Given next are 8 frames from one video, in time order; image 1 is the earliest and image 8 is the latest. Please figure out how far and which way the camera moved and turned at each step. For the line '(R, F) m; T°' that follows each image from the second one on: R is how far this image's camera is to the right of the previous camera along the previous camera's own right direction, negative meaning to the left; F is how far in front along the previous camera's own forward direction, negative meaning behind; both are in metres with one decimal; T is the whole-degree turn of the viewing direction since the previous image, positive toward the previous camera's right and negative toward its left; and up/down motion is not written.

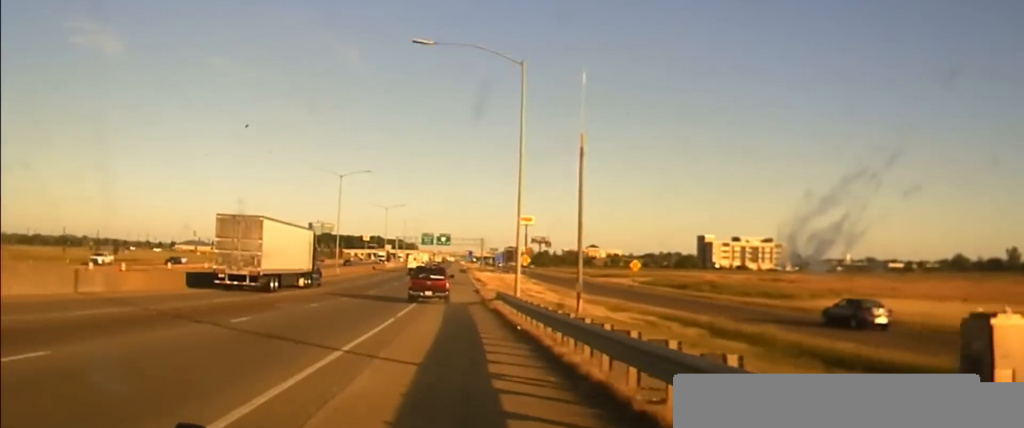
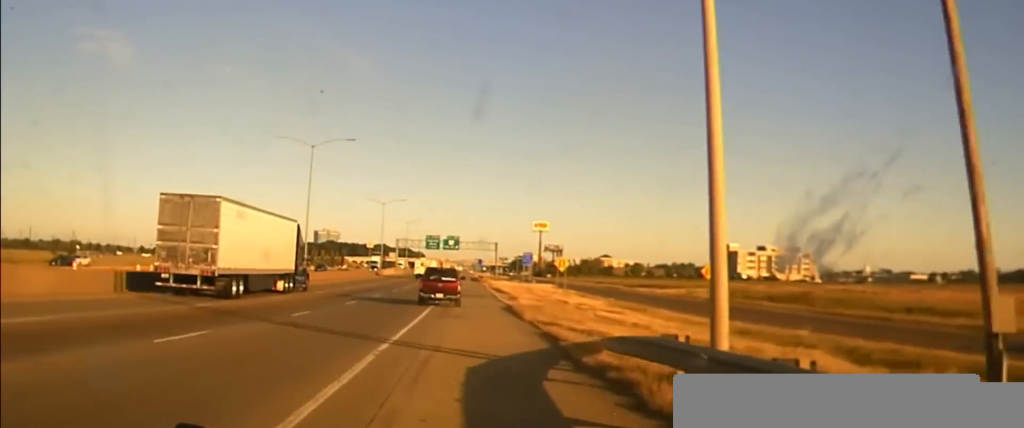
(-0.1, +29.2) m; 0°
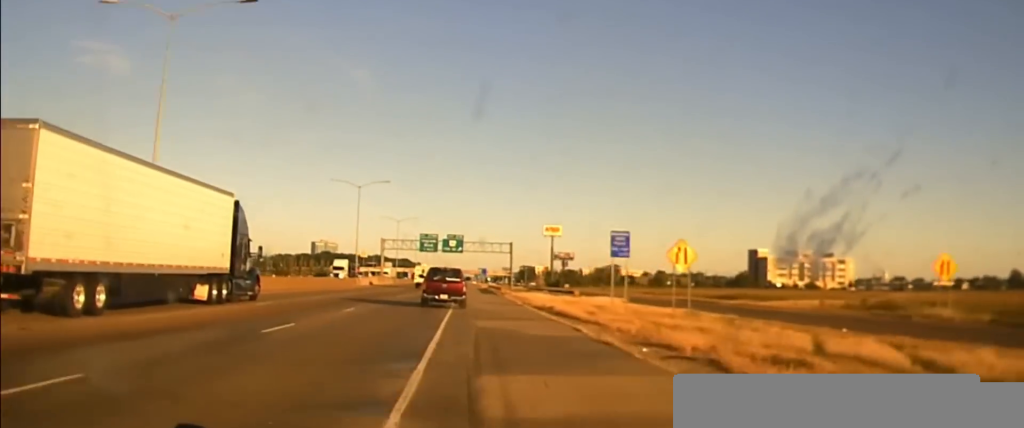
(-0.2, +39.7) m; 0°
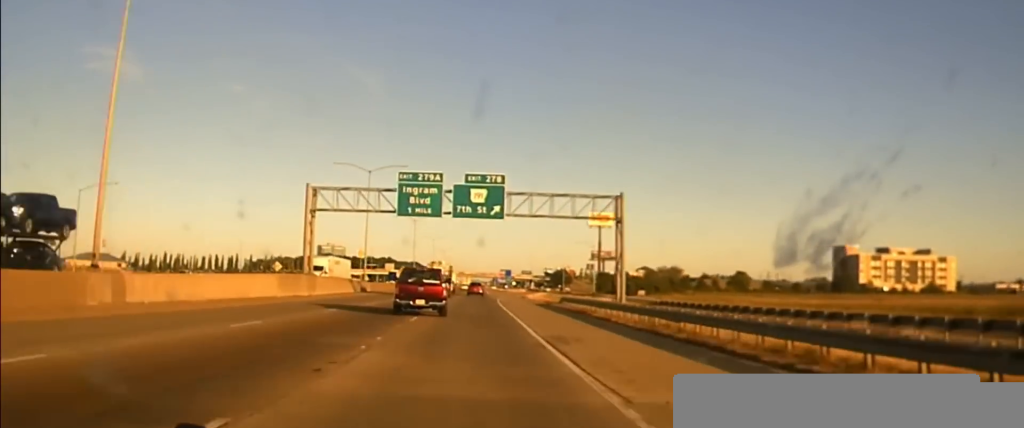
(+0.3, +73.5) m; 0°
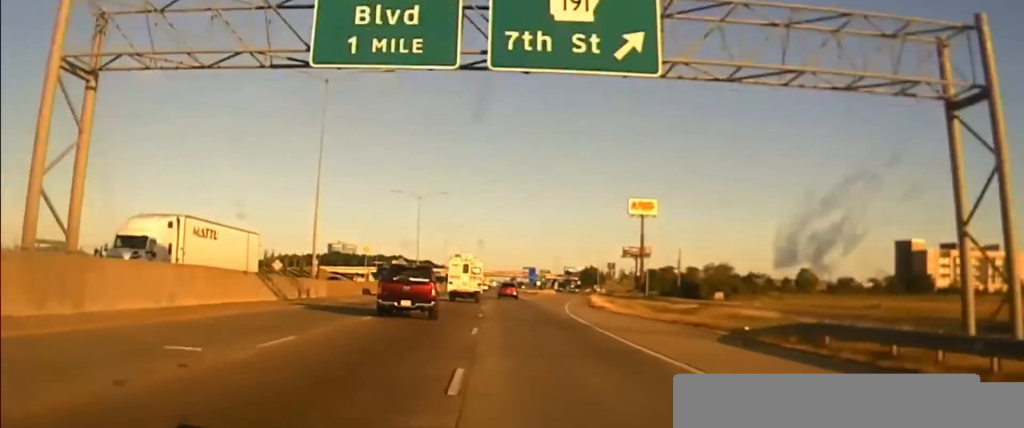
(-0.2, +34.5) m; 0°
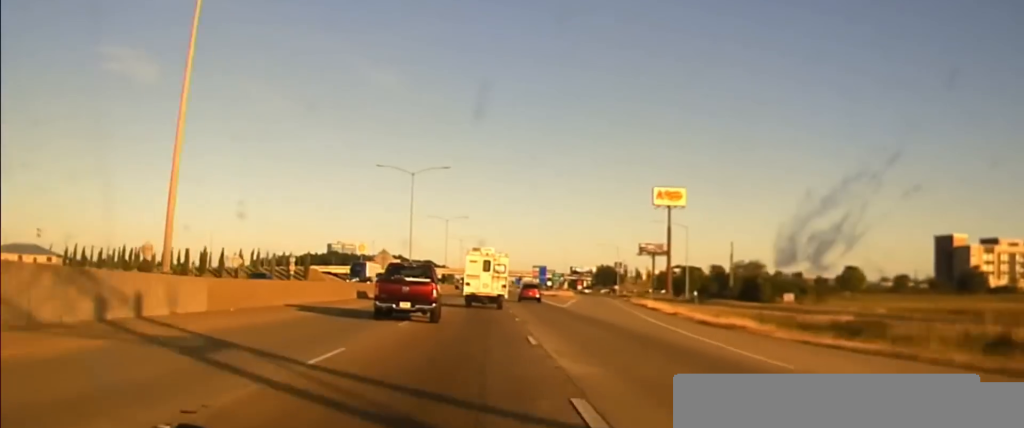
(-0.1, +23.1) m; 0°
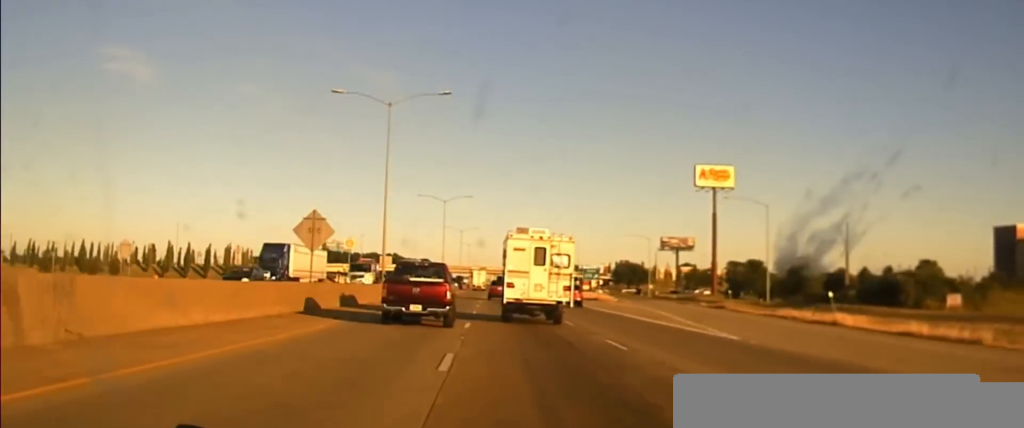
(+0.1, +39.2) m; 0°
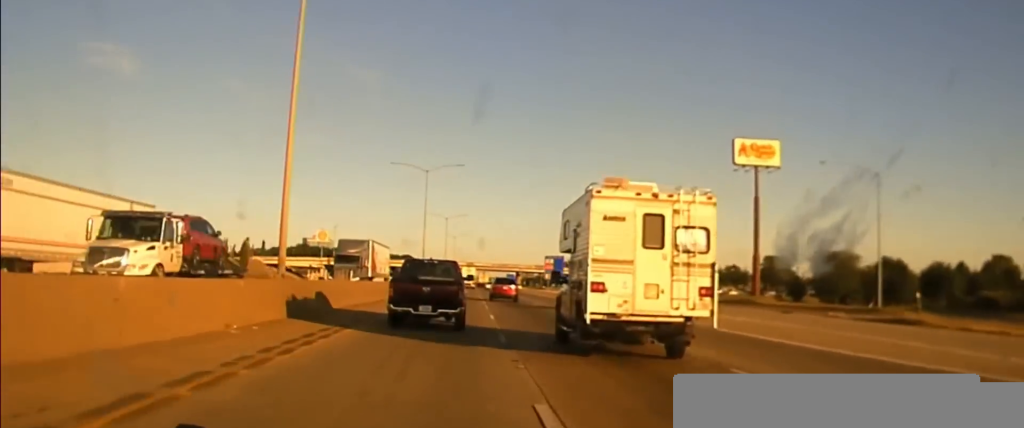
(+0.1, +37.1) m; +1°
